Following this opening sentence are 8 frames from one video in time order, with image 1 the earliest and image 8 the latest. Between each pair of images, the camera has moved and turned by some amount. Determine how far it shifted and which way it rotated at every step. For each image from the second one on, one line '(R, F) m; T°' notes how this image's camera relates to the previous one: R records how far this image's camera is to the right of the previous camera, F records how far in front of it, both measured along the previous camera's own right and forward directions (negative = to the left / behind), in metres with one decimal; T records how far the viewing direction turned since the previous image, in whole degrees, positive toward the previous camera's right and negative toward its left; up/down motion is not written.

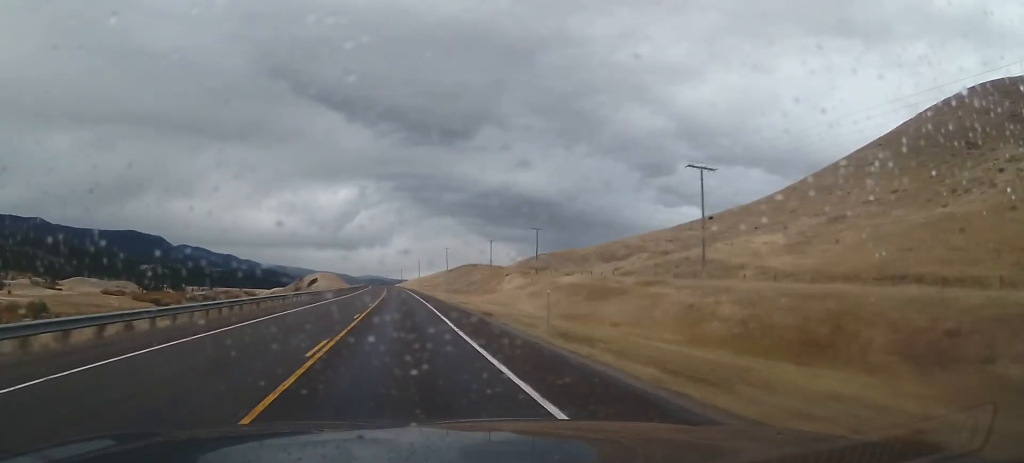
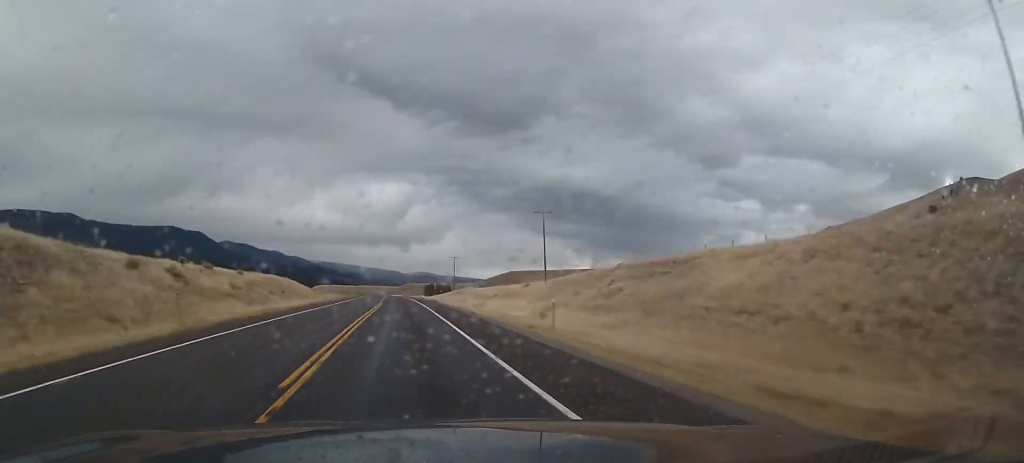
(-13.5, +308.0) m; -5°
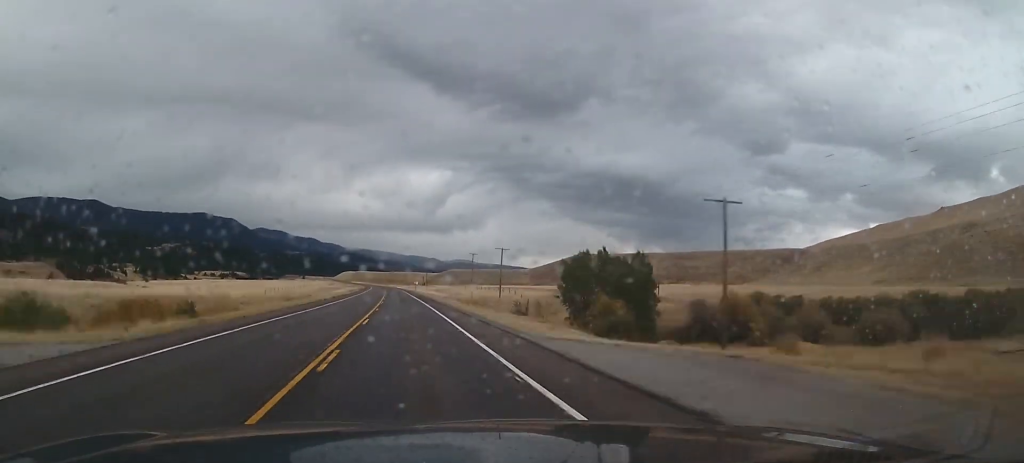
(-4.7, +221.7) m; -4°
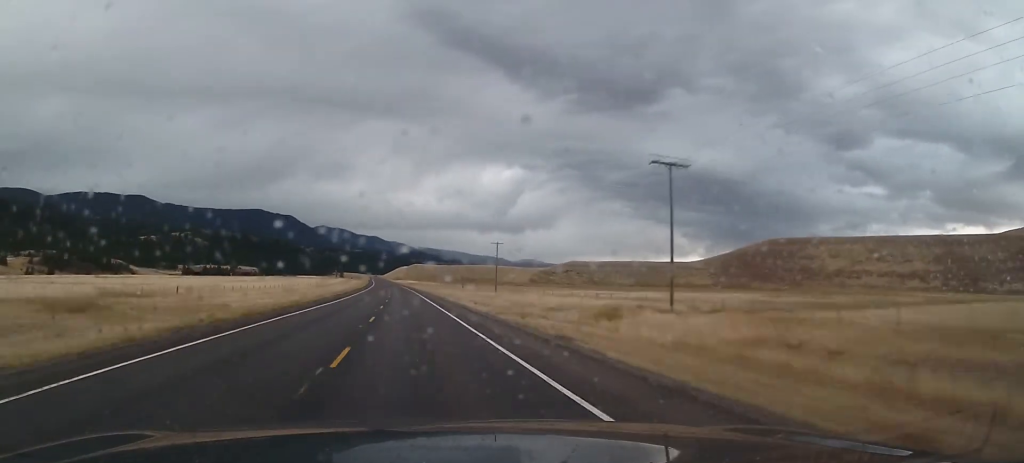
(-22.5, +388.7) m; -5°
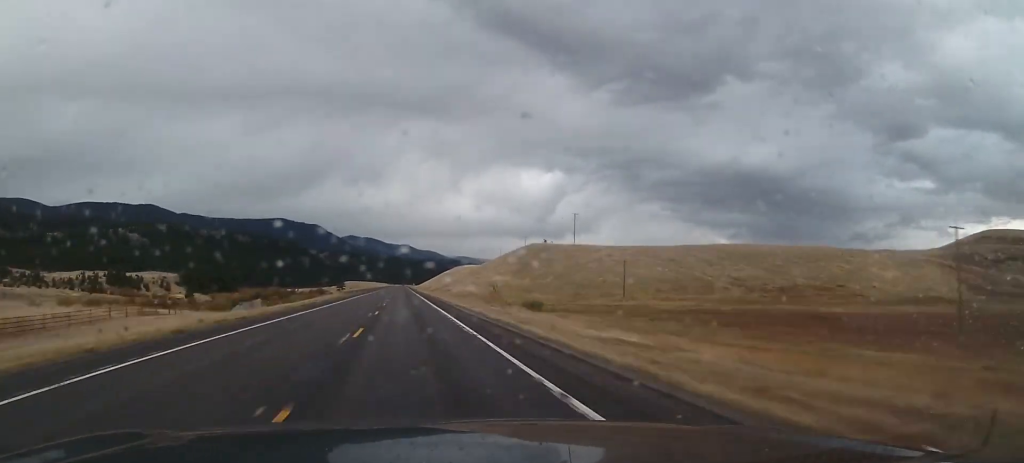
(-16.0, +454.4) m; -3°
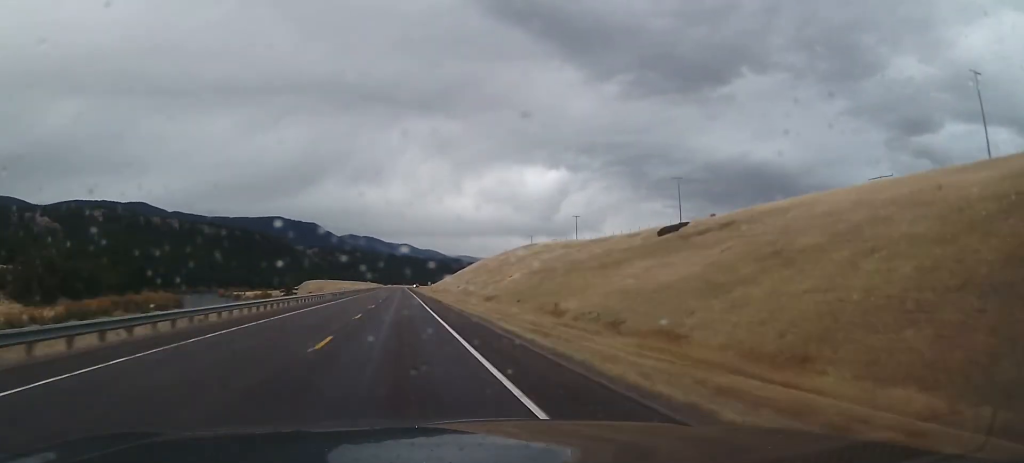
(0.0, +223.7) m; +1°
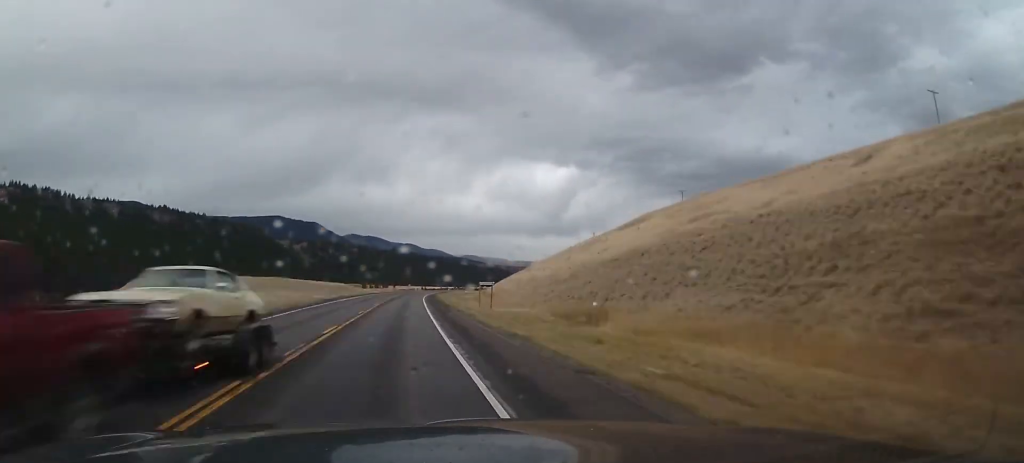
(+4.4, +232.6) m; +6°
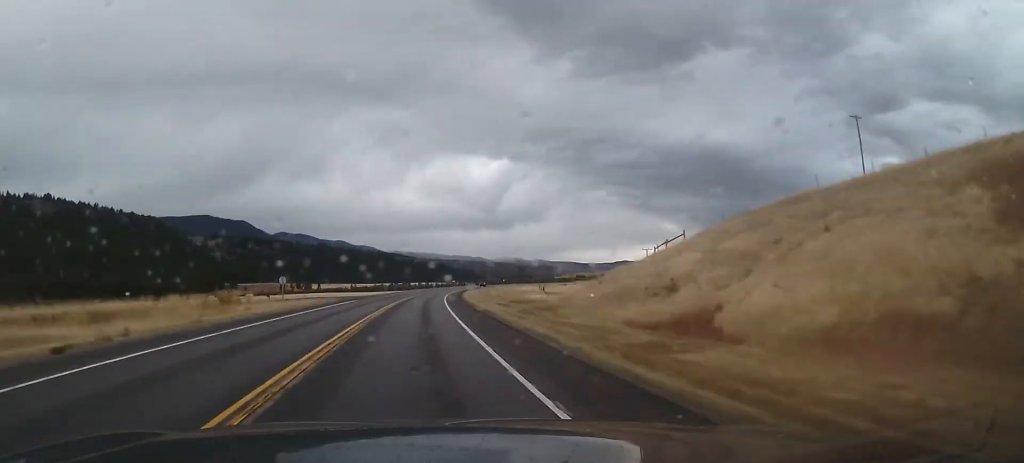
(-4.6, +152.6) m; +6°
